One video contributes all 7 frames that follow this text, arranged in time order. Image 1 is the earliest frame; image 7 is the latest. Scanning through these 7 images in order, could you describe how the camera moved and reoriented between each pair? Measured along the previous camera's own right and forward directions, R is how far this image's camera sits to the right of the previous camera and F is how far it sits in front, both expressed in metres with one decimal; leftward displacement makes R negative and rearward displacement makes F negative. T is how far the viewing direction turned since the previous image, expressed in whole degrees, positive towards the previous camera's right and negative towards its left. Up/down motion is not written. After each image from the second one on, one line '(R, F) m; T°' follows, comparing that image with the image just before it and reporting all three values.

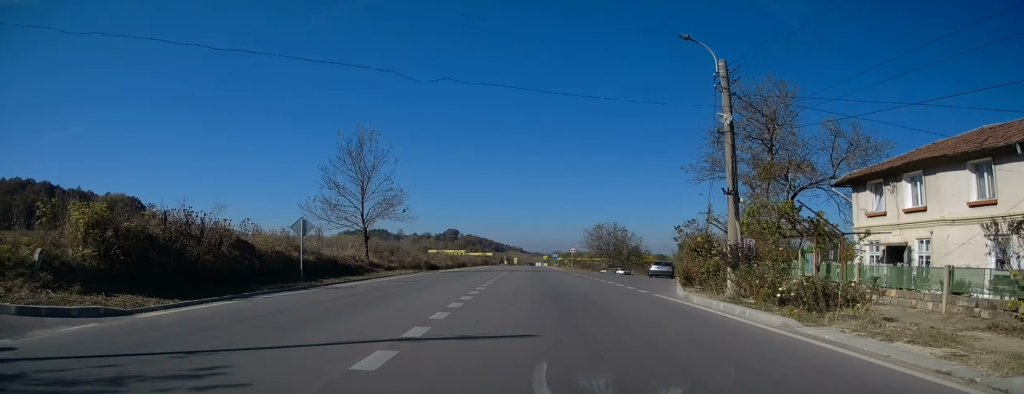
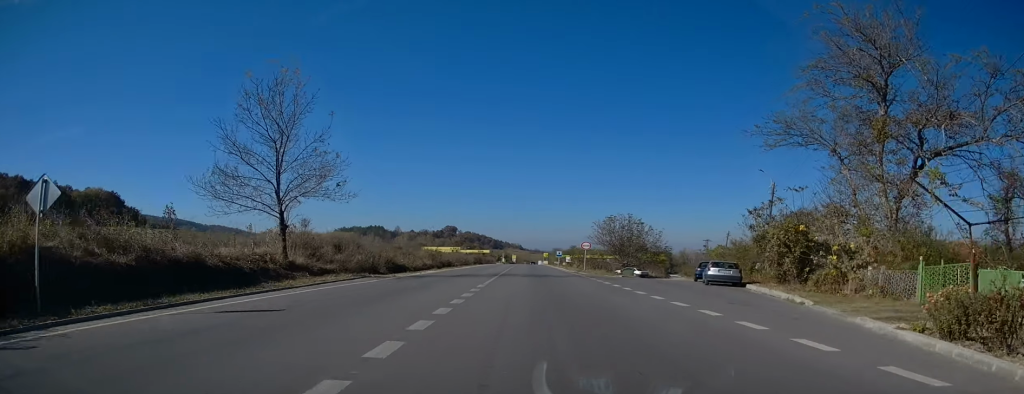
(+0.2, +13.5) m; 0°
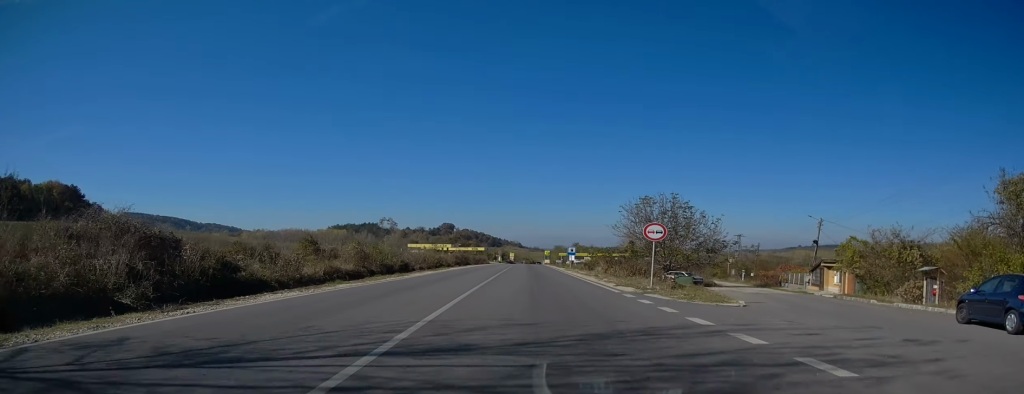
(-0.5, +23.4) m; -1°
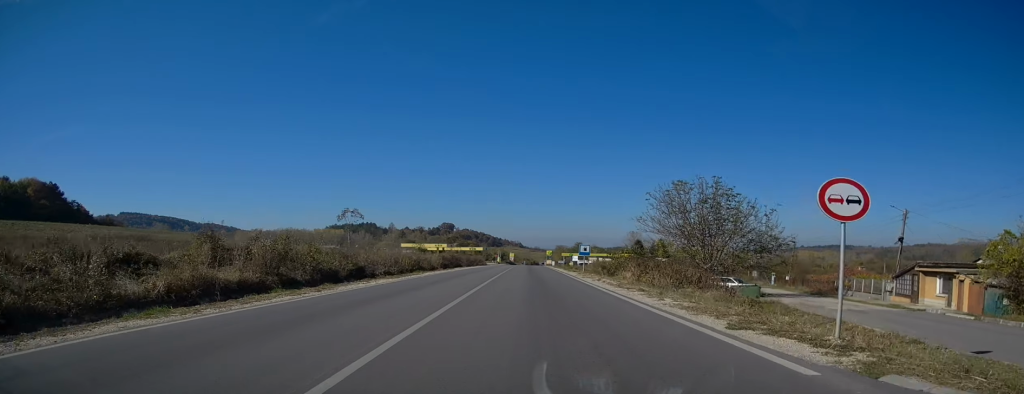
(+0.2, +11.9) m; +1°
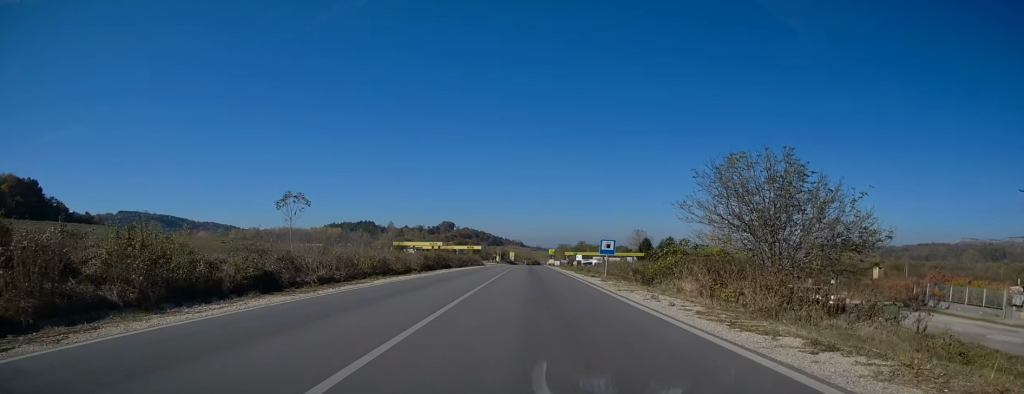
(+0.1, +11.4) m; 0°
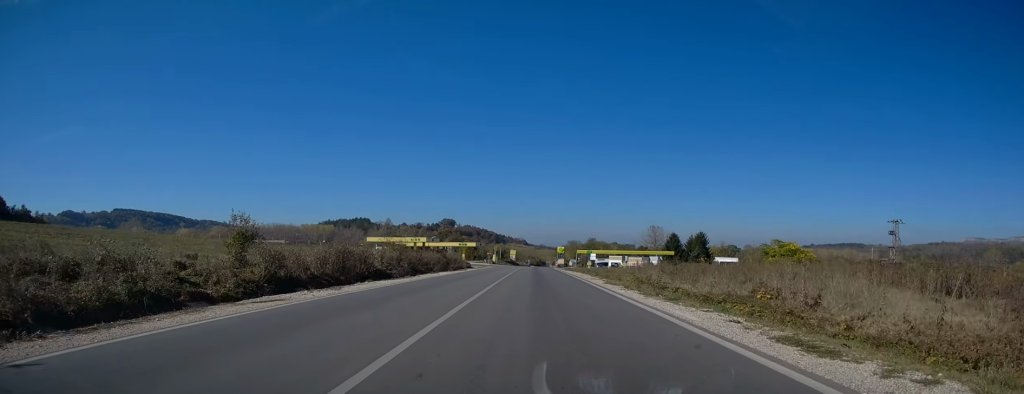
(-0.1, +30.9) m; -1°
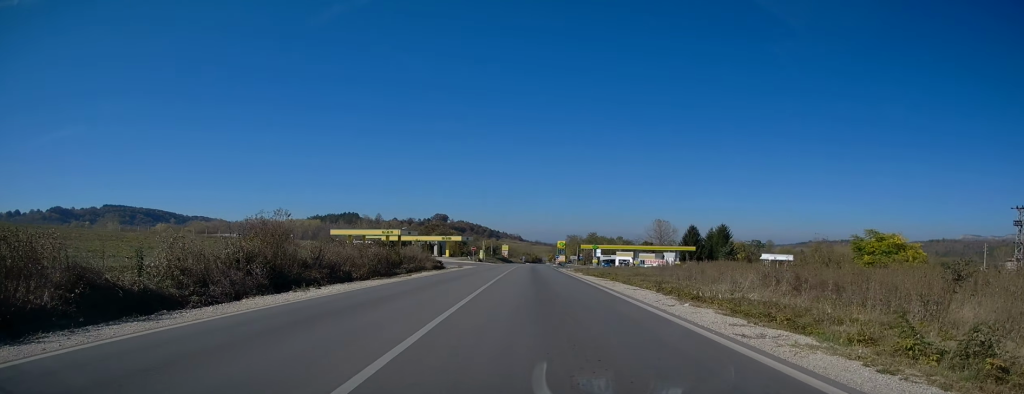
(-0.2, +22.1) m; 0°
